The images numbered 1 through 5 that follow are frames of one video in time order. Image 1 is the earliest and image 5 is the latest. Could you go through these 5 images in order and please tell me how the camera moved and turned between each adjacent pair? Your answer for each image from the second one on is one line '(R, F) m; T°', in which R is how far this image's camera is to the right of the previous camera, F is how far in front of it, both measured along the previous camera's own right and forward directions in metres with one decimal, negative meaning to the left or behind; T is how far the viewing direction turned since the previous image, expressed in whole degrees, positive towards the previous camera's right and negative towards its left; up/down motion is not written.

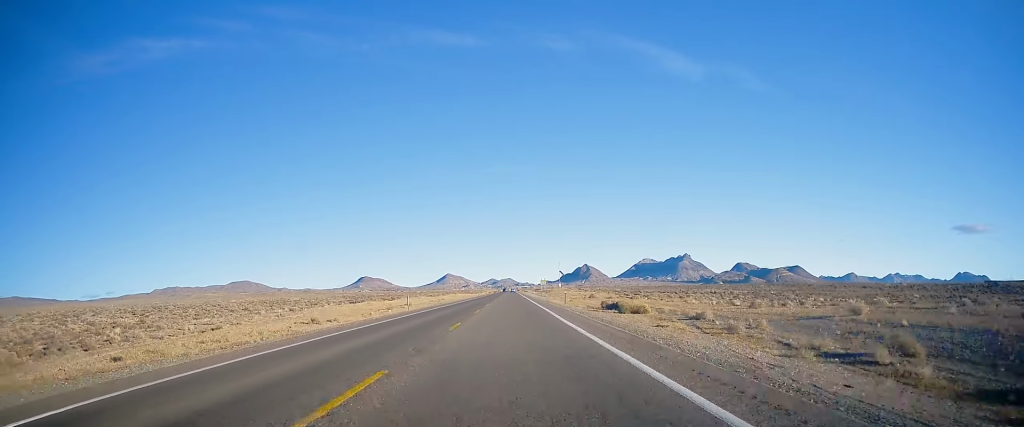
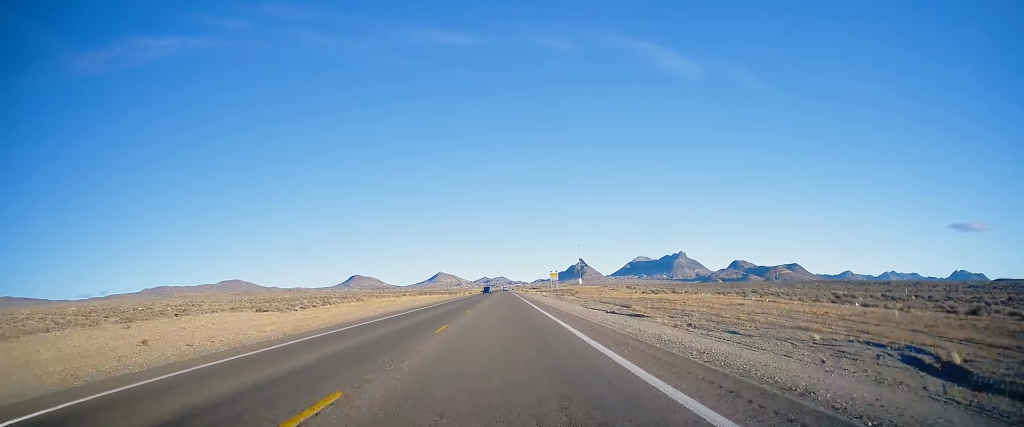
(+0.9, +87.8) m; +1°
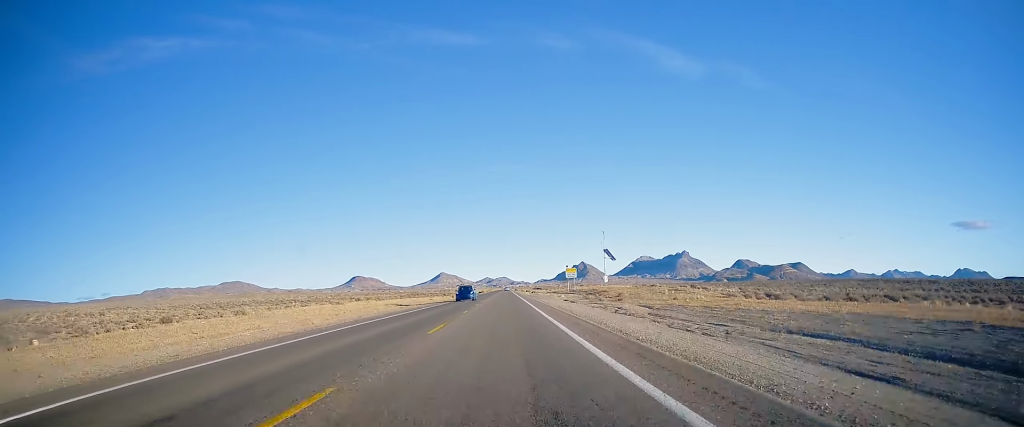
(-0.1, +36.7) m; -1°
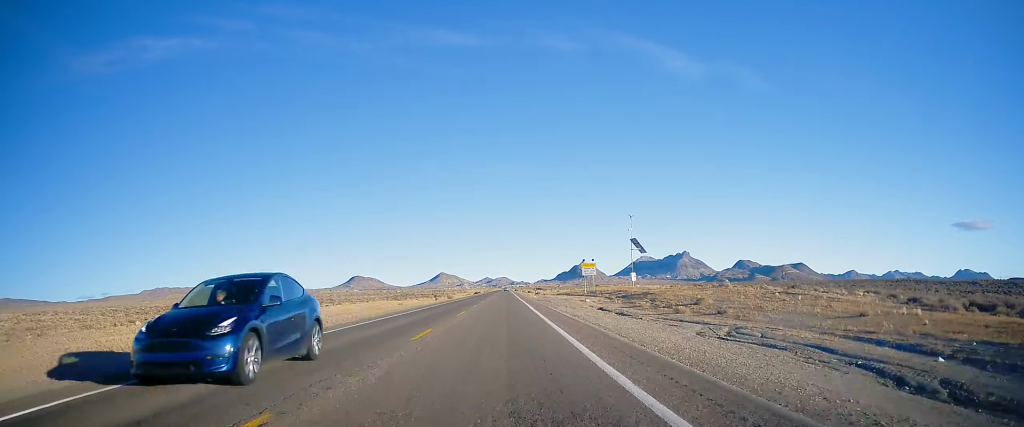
(-0.2, +26.2) m; 0°
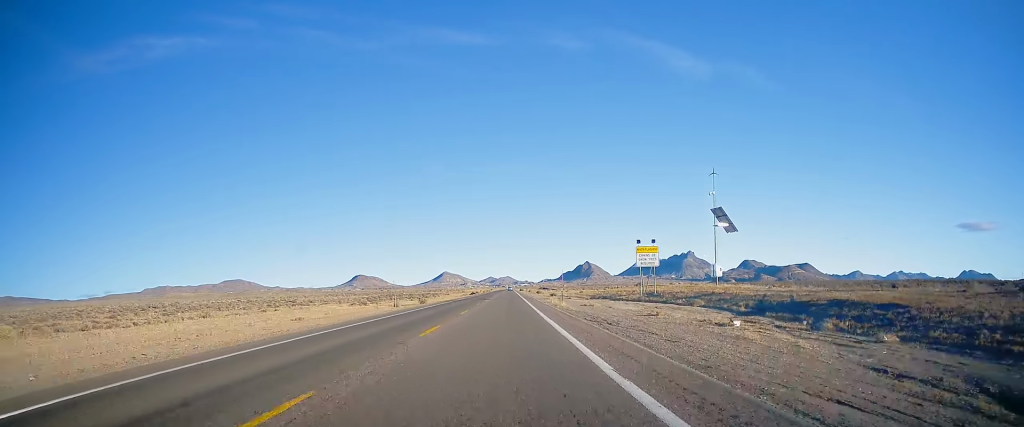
(0.0, +35.7) m; 0°
